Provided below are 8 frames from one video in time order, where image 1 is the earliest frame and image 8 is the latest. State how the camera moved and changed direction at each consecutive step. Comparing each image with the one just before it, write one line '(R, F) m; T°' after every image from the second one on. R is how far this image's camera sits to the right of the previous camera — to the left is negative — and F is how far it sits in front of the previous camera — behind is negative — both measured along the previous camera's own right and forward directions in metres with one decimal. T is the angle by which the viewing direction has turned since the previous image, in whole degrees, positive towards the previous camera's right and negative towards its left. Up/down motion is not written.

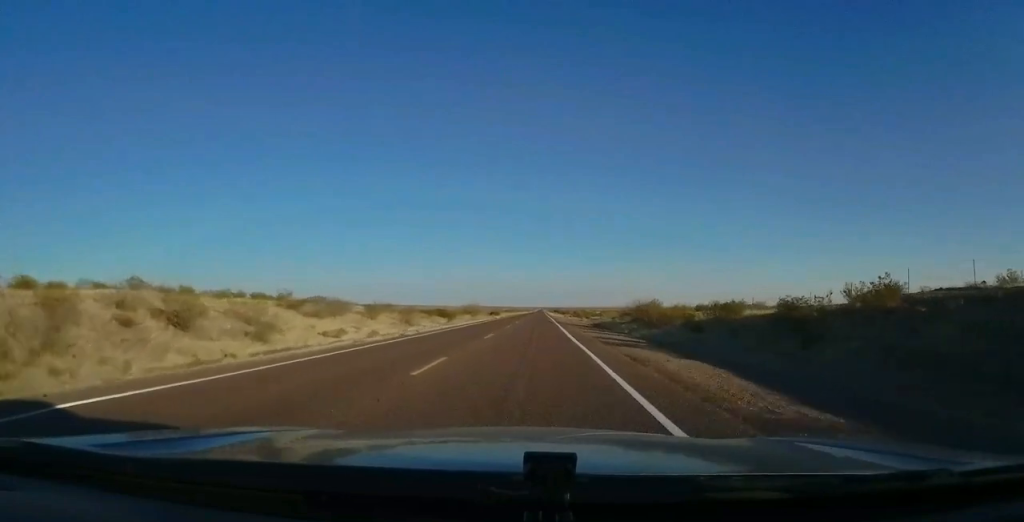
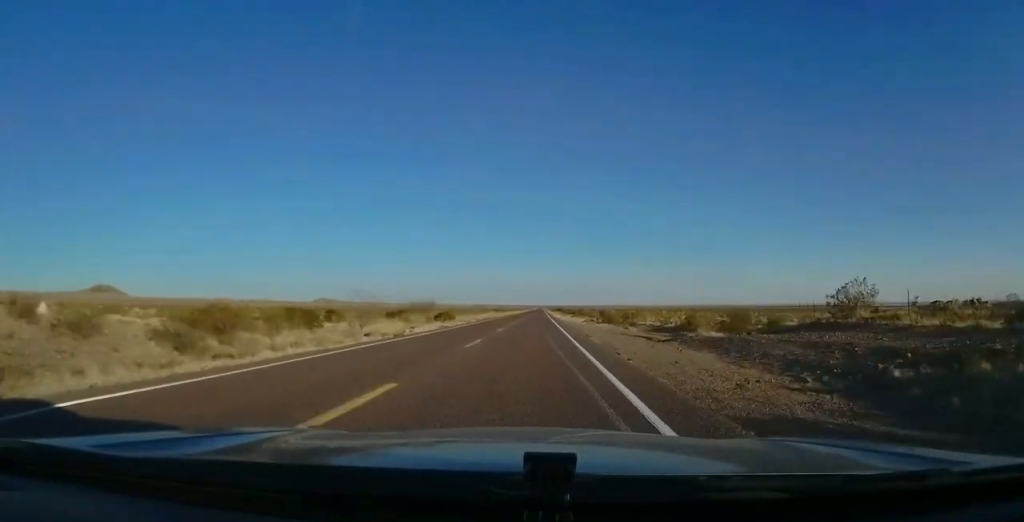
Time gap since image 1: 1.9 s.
(0.0, +53.8) m; 0°
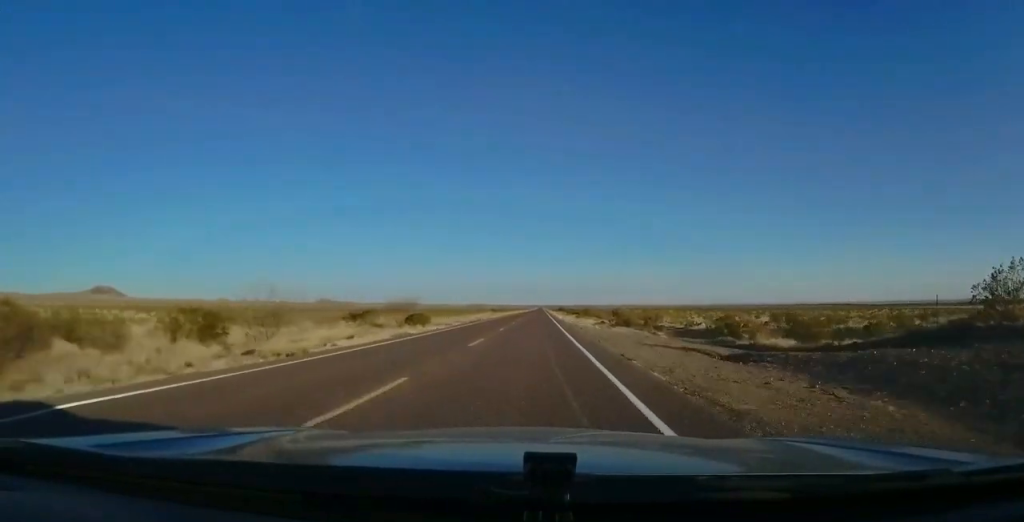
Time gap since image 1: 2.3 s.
(0.0, +11.6) m; 0°
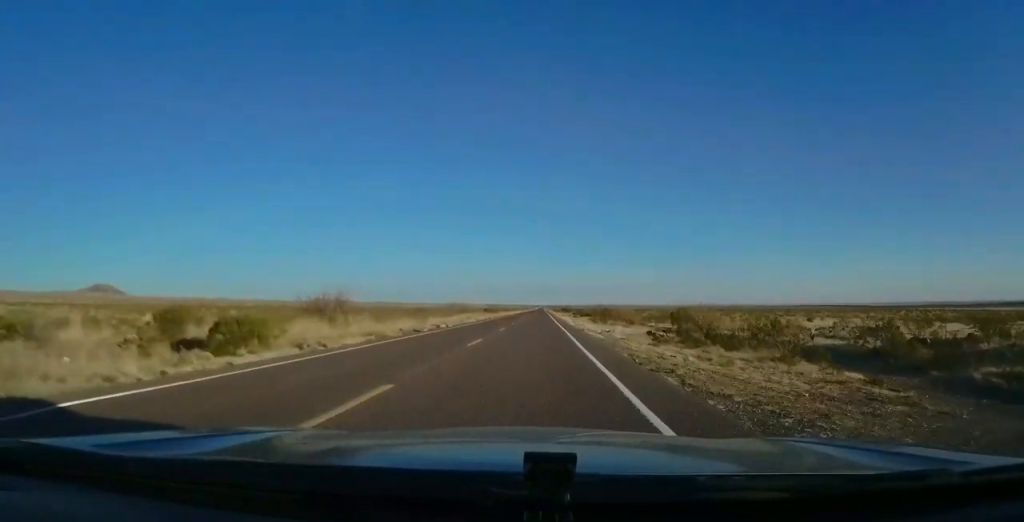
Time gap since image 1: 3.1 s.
(0.0, +25.2) m; 0°
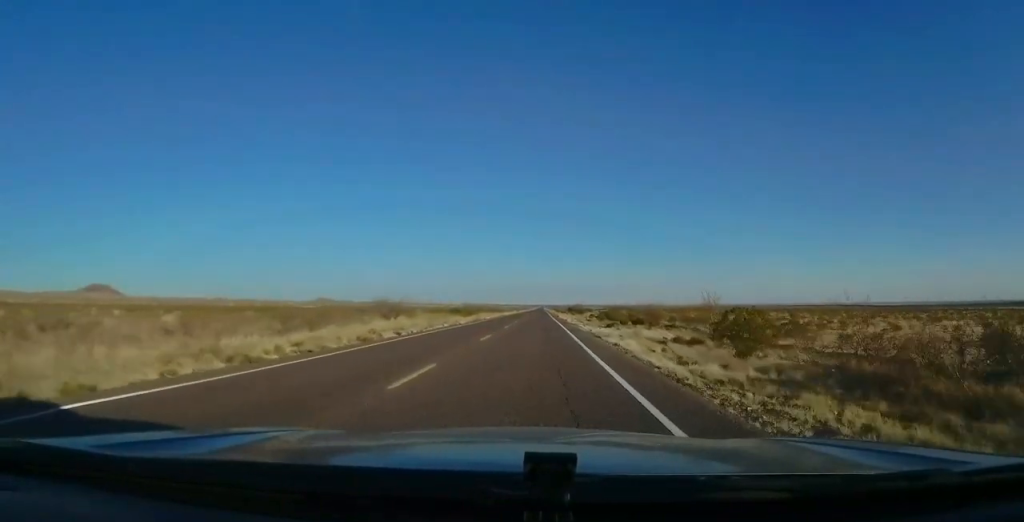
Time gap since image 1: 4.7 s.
(-0.3, +45.7) m; 0°
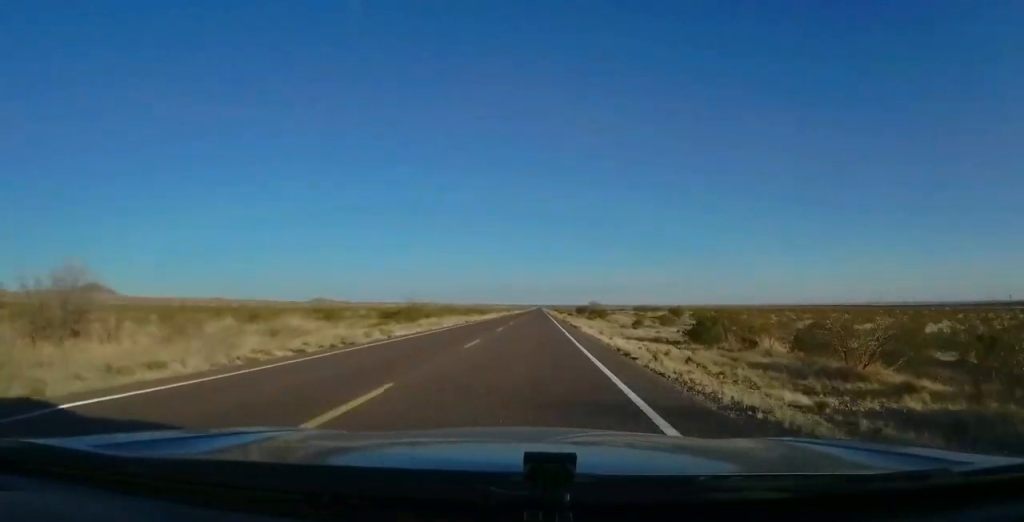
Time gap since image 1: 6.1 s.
(0.0, +40.0) m; +1°
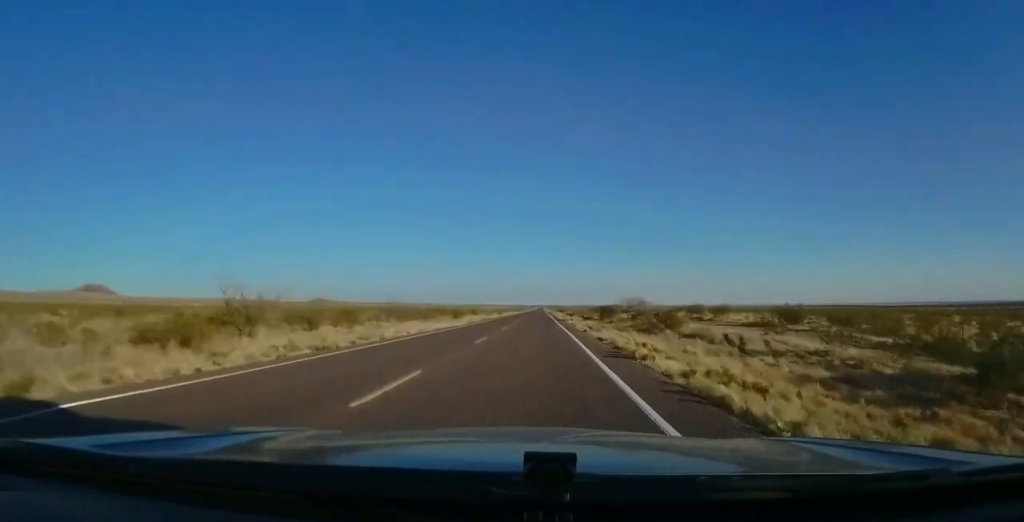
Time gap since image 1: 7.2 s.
(+0.5, +34.2) m; -1°
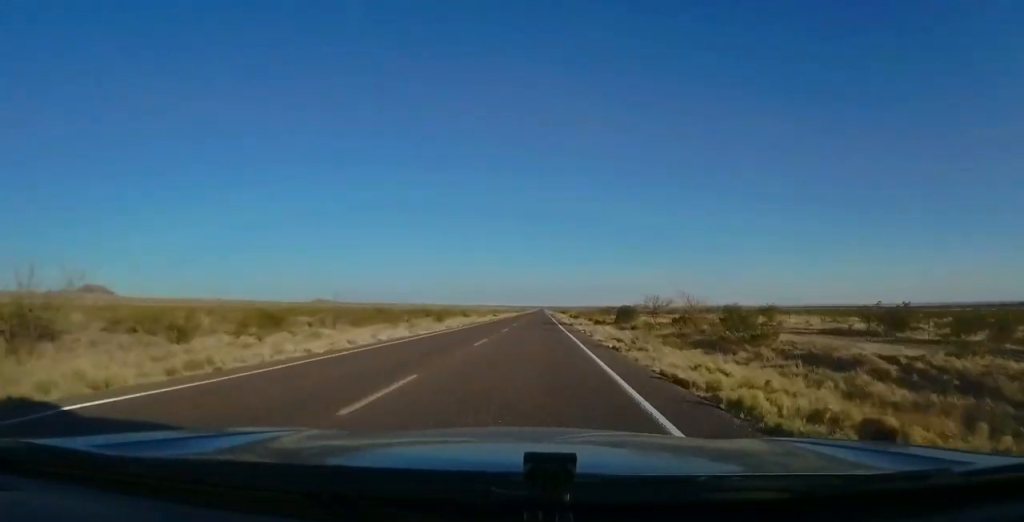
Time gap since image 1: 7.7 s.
(-0.1, +12.7) m; 0°
